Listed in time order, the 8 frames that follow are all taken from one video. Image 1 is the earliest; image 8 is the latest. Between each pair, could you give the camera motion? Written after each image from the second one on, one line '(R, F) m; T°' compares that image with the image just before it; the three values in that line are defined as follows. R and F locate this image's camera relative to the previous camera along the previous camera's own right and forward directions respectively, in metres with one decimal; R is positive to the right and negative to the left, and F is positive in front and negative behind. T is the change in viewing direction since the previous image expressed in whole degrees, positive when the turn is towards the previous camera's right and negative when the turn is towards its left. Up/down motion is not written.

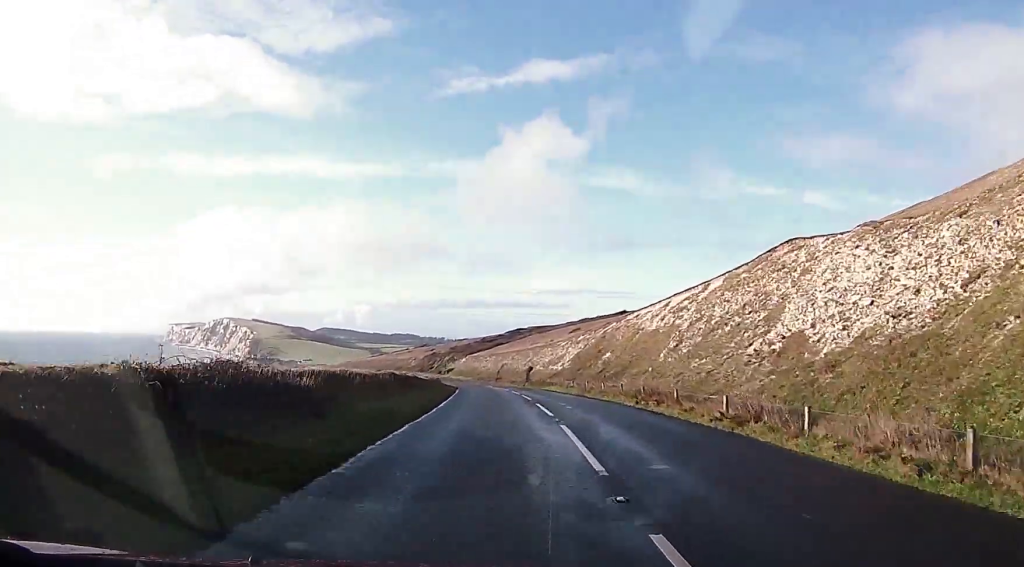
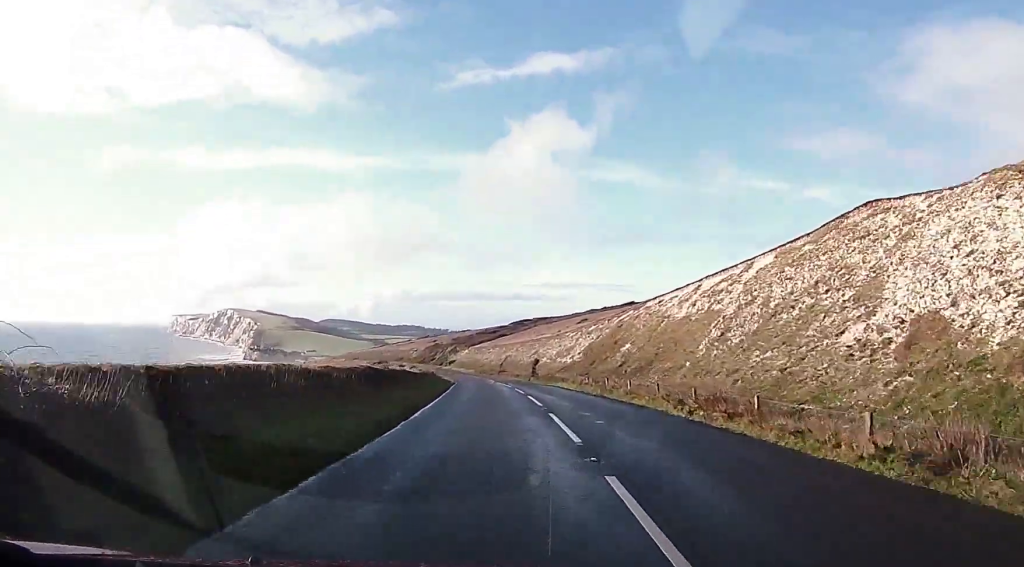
(+0.2, +6.7) m; 0°
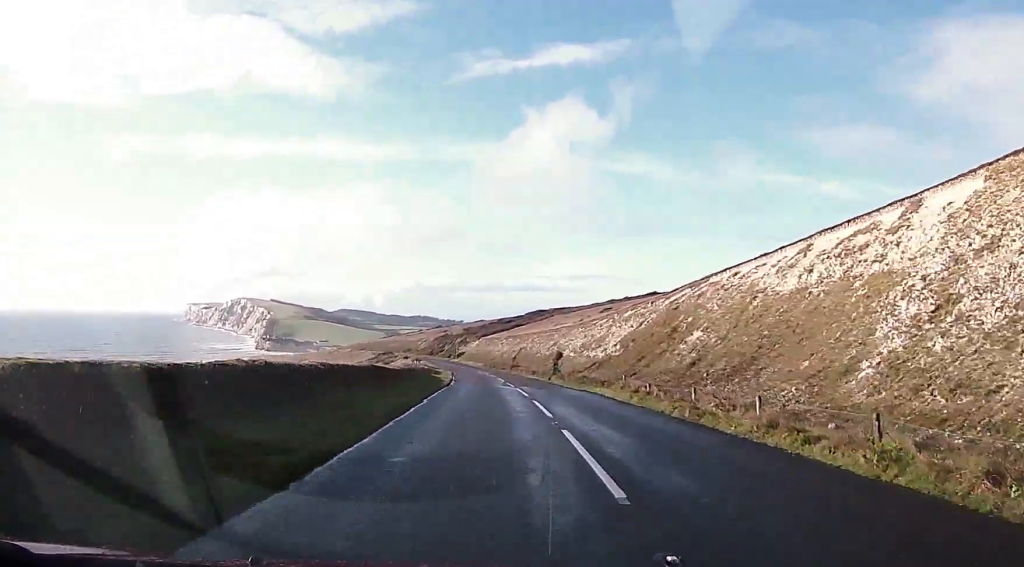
(+0.2, +13.3) m; 0°
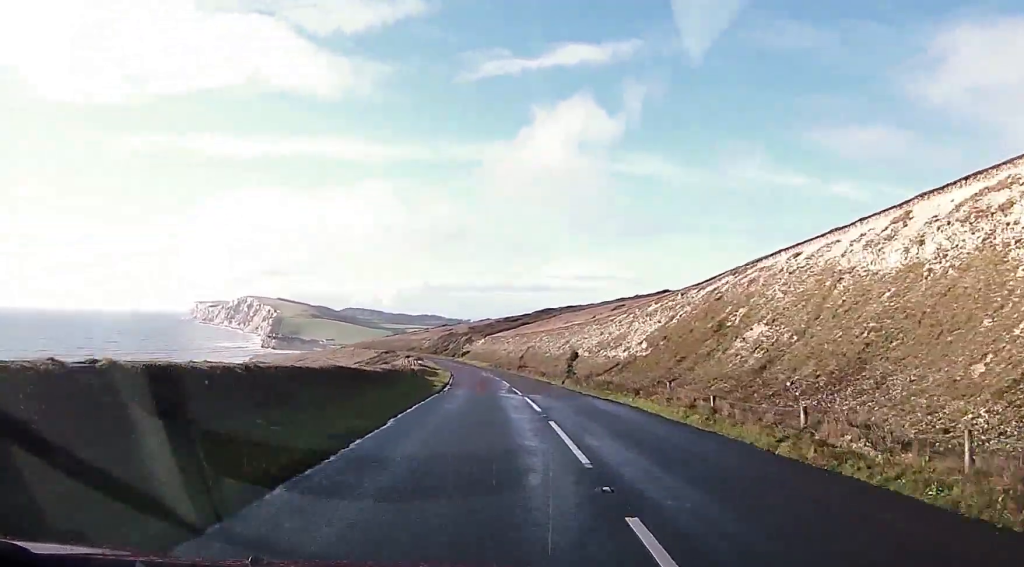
(-0.1, +6.6) m; -1°
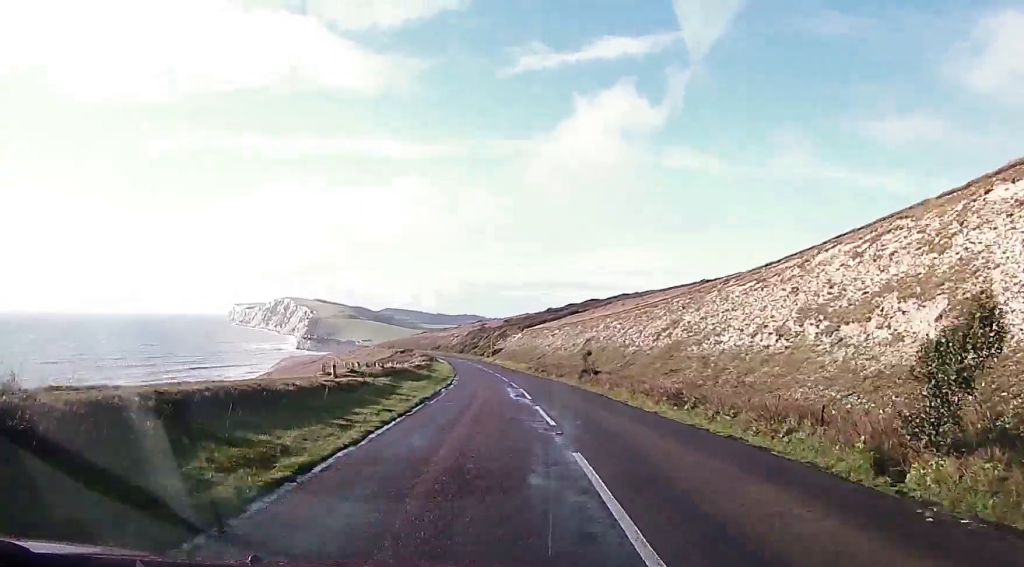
(-0.5, +31.6) m; -1°
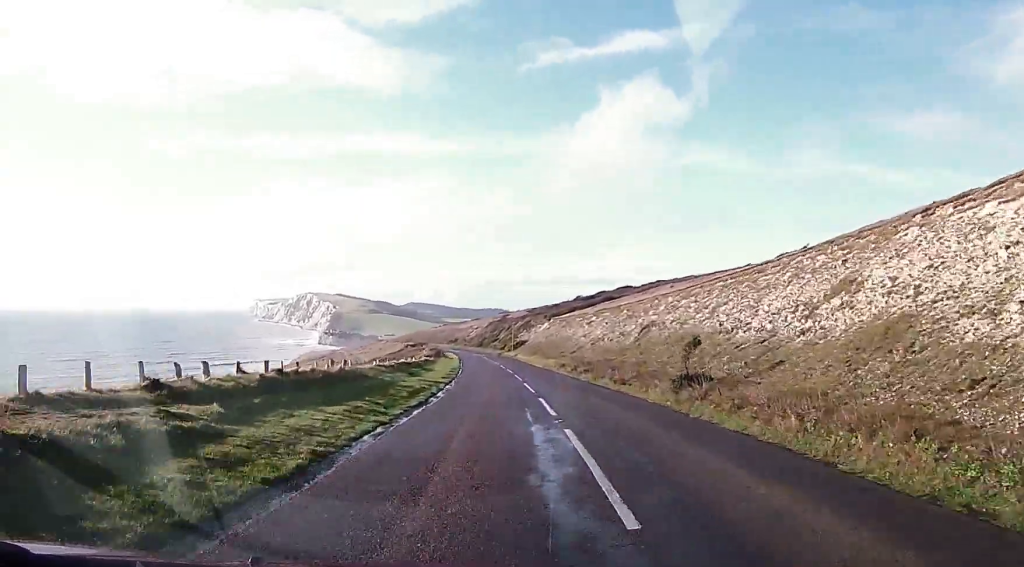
(0.0, +16.6) m; -2°
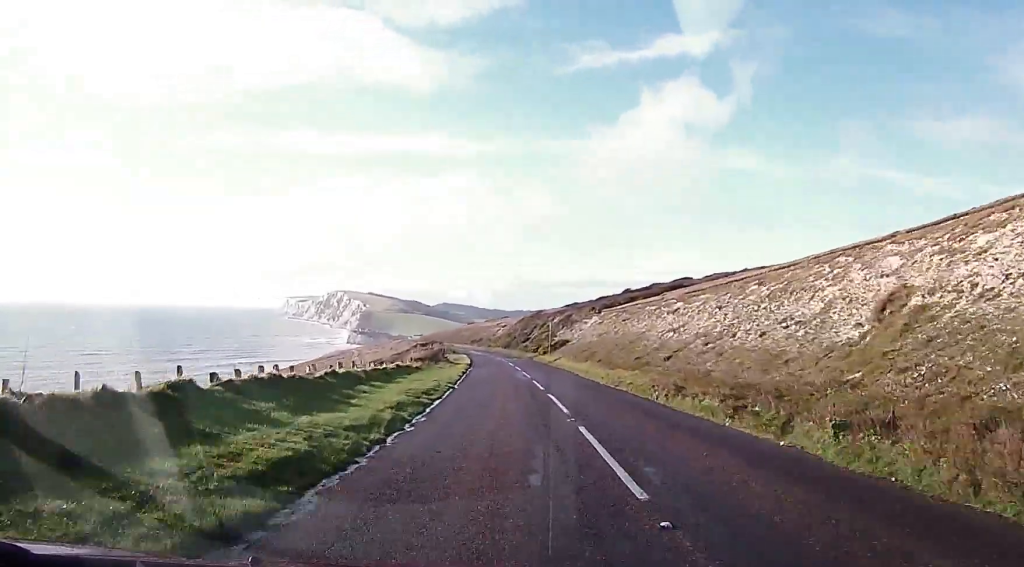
(-1.4, +24.5) m; -5°
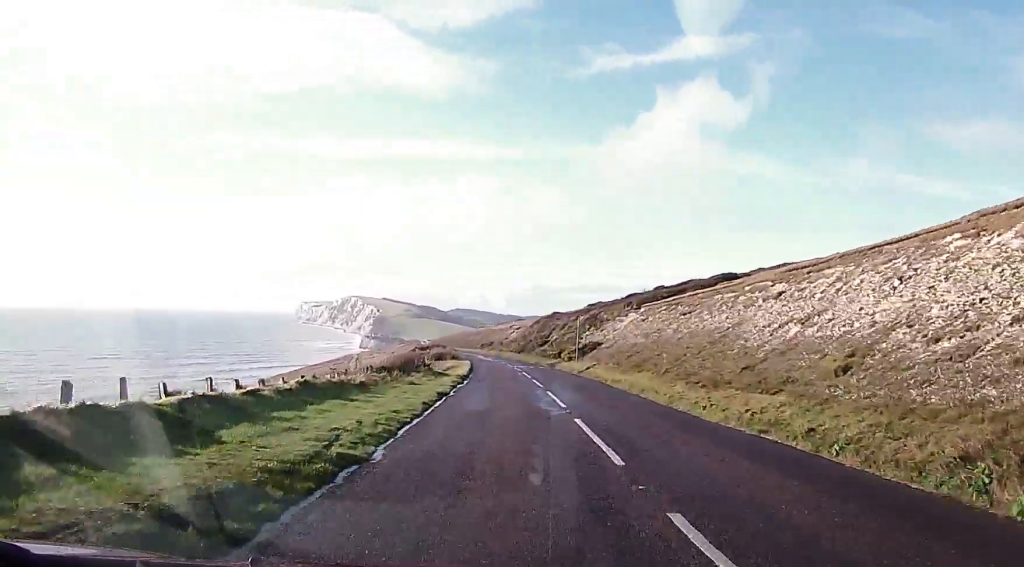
(-0.1, +15.1) m; 0°
